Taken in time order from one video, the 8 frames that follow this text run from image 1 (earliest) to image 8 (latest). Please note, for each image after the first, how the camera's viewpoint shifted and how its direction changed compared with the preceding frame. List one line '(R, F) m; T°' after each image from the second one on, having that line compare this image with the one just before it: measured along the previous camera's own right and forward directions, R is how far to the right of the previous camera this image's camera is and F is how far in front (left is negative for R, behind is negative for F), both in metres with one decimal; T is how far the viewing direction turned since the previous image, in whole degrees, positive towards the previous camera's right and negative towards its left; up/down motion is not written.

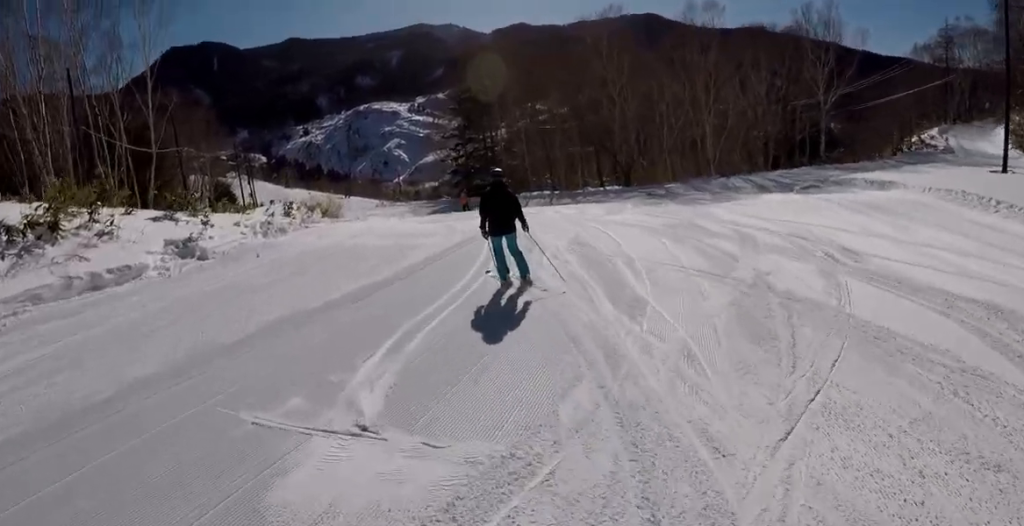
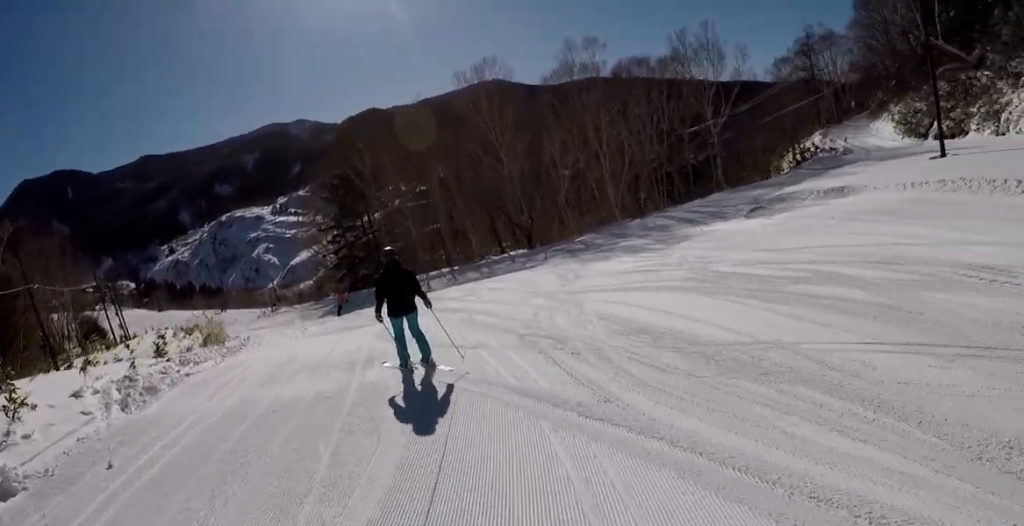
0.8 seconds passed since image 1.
(+0.8, +5.4) m; +15°
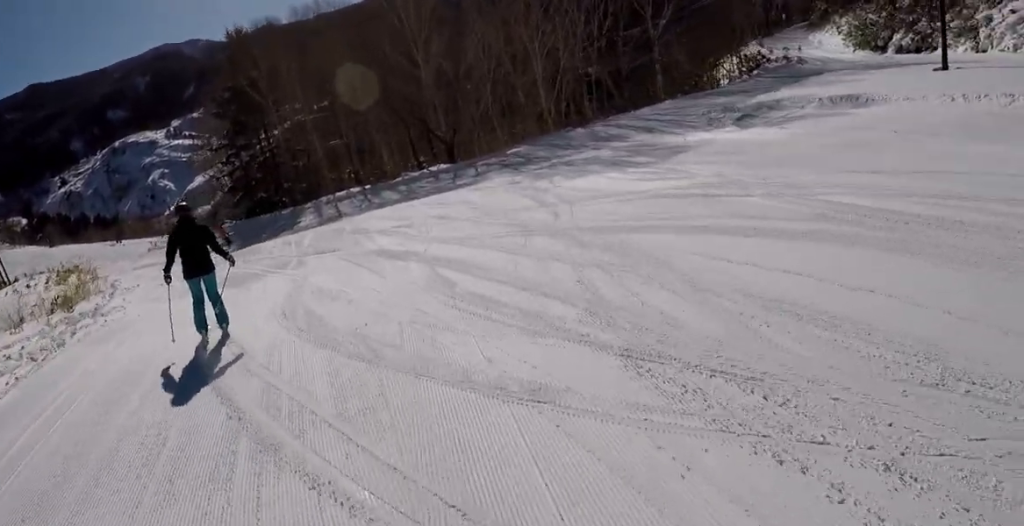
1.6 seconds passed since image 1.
(+0.7, +5.8) m; +8°
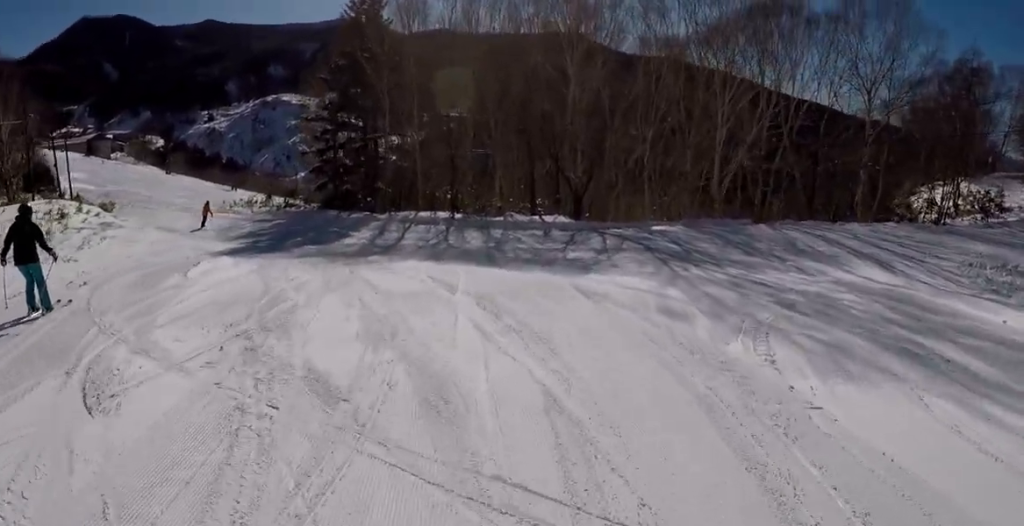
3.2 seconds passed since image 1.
(+0.1, +11.2) m; -12°
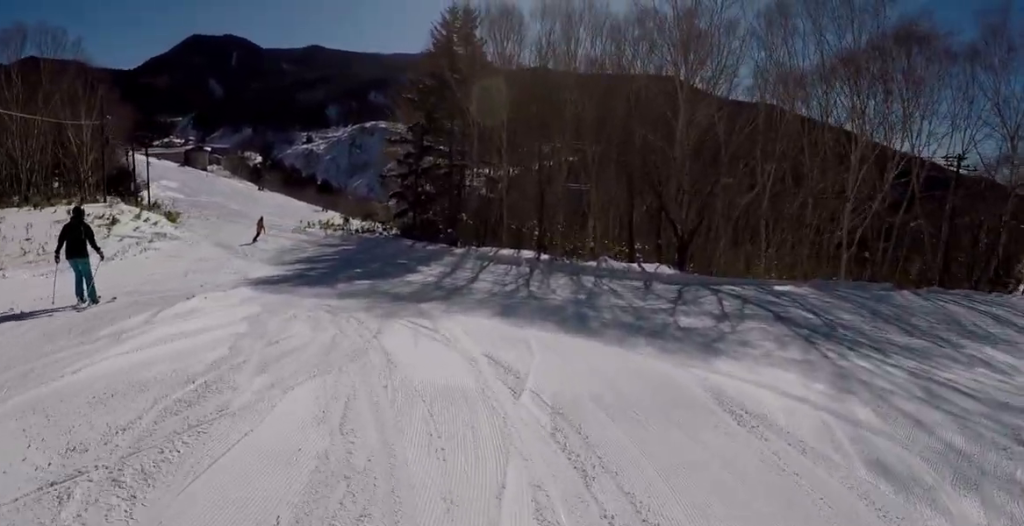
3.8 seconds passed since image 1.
(+0.1, +3.9) m; -13°
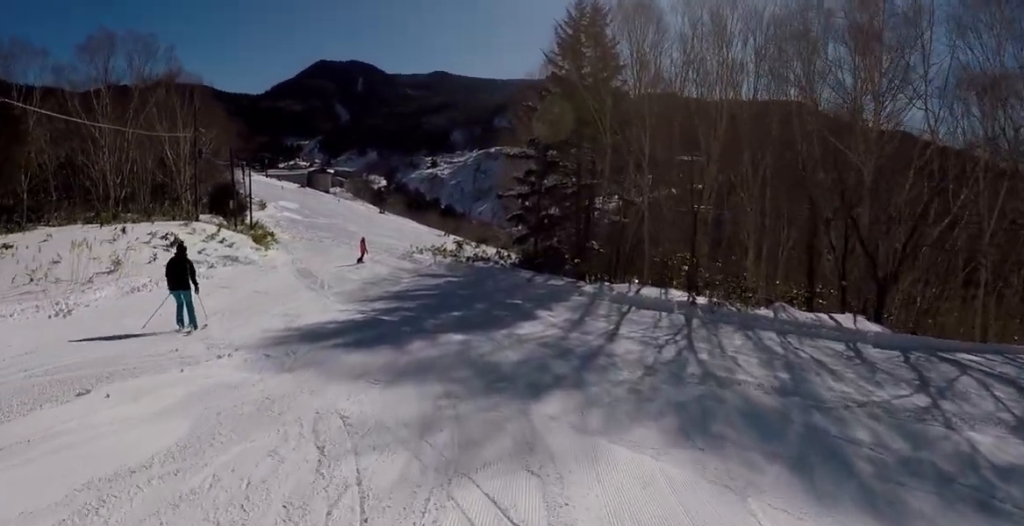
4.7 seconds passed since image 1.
(-2.1, +6.2) m; -15°
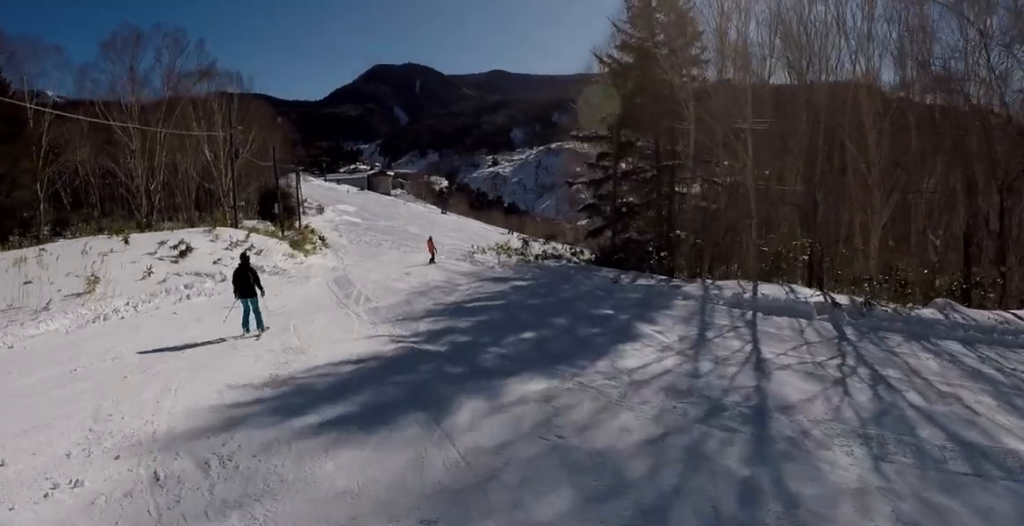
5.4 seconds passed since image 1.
(+0.3, +5.0) m; 0°
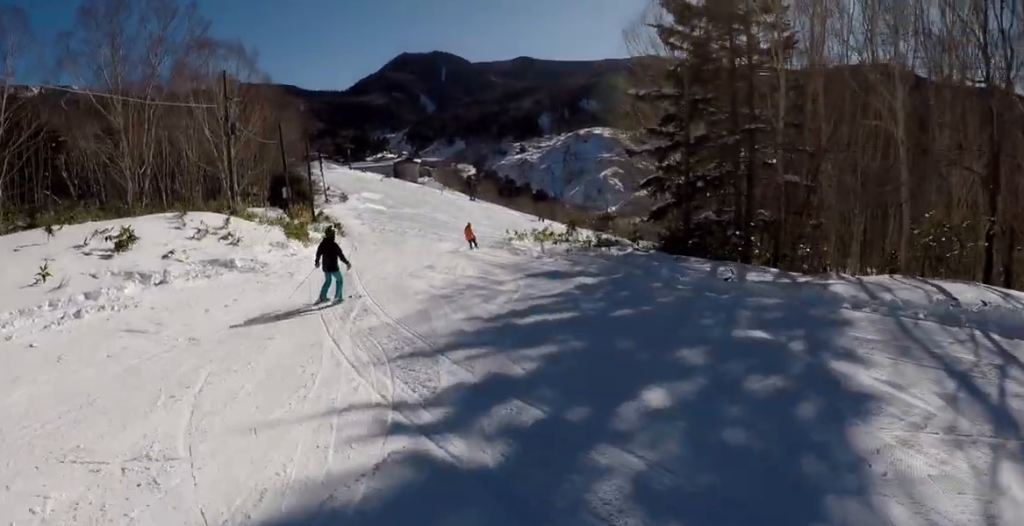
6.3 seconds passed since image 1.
(-0.2, +6.6) m; -2°
